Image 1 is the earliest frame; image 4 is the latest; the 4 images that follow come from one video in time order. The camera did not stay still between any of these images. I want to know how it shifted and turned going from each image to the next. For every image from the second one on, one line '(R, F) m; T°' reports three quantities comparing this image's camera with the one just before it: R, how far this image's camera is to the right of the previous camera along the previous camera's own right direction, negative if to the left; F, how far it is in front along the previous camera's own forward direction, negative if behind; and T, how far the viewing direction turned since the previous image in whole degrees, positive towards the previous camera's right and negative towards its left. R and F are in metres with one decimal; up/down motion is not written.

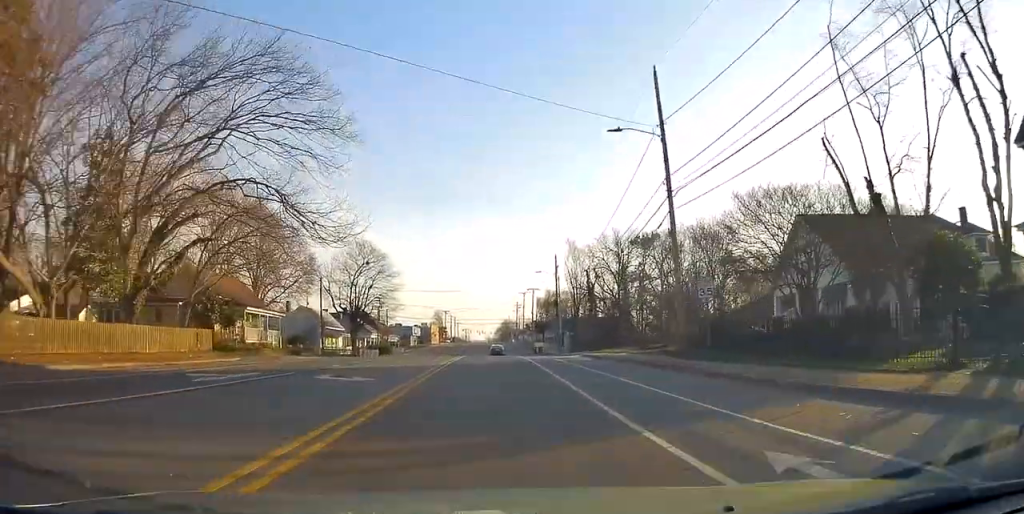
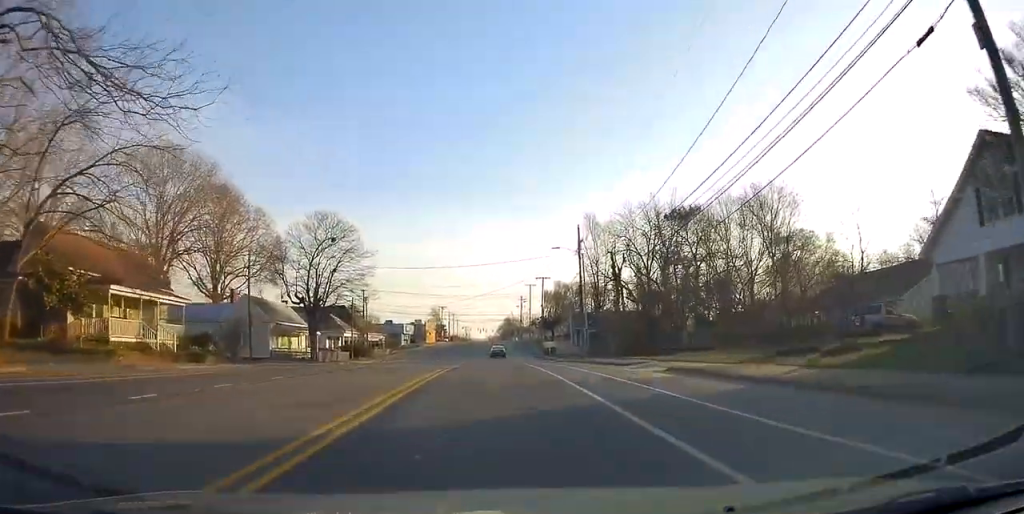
(-0.3, +18.0) m; 0°
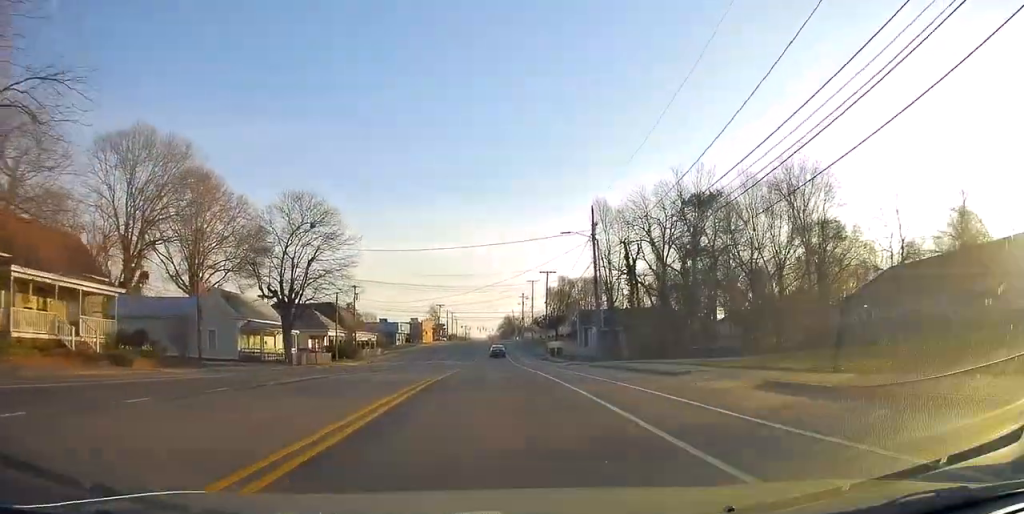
(0.0, +7.5) m; 0°
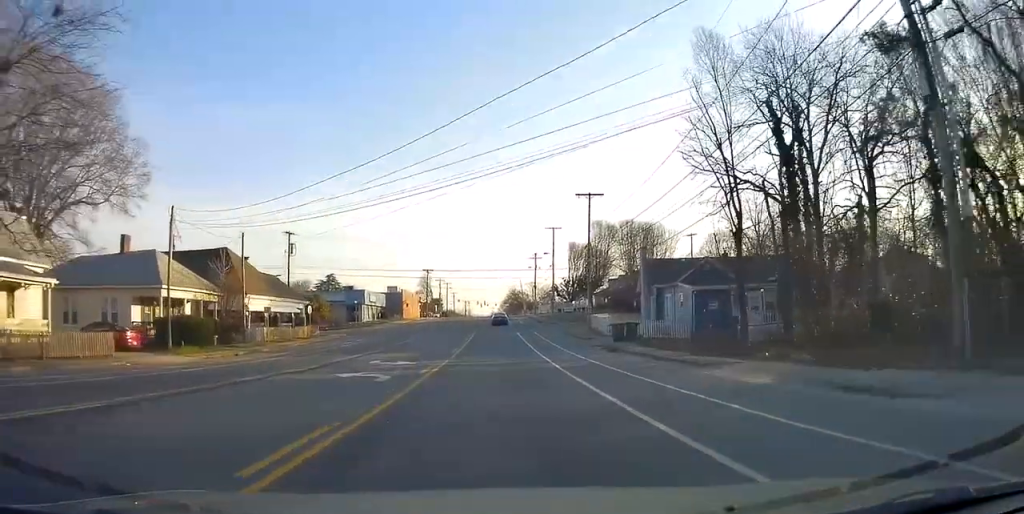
(+0.5, +36.4) m; 0°
